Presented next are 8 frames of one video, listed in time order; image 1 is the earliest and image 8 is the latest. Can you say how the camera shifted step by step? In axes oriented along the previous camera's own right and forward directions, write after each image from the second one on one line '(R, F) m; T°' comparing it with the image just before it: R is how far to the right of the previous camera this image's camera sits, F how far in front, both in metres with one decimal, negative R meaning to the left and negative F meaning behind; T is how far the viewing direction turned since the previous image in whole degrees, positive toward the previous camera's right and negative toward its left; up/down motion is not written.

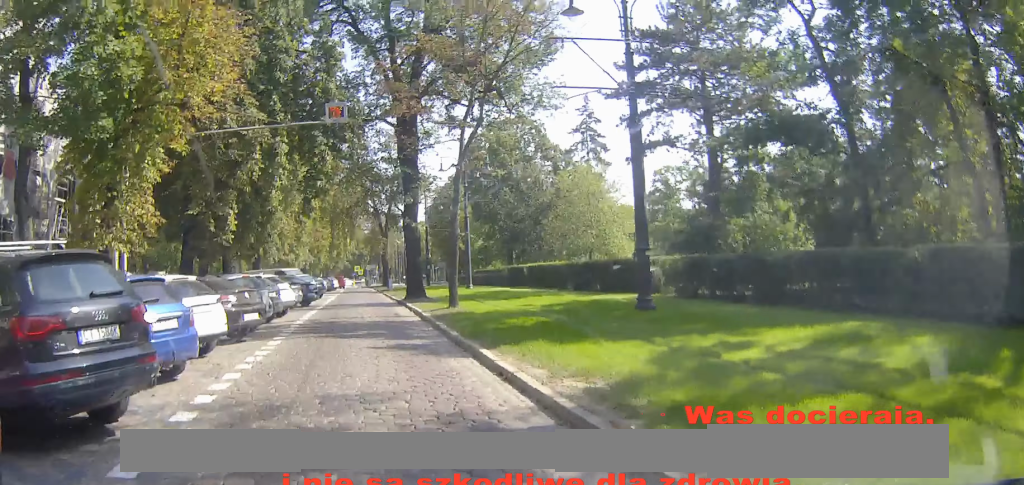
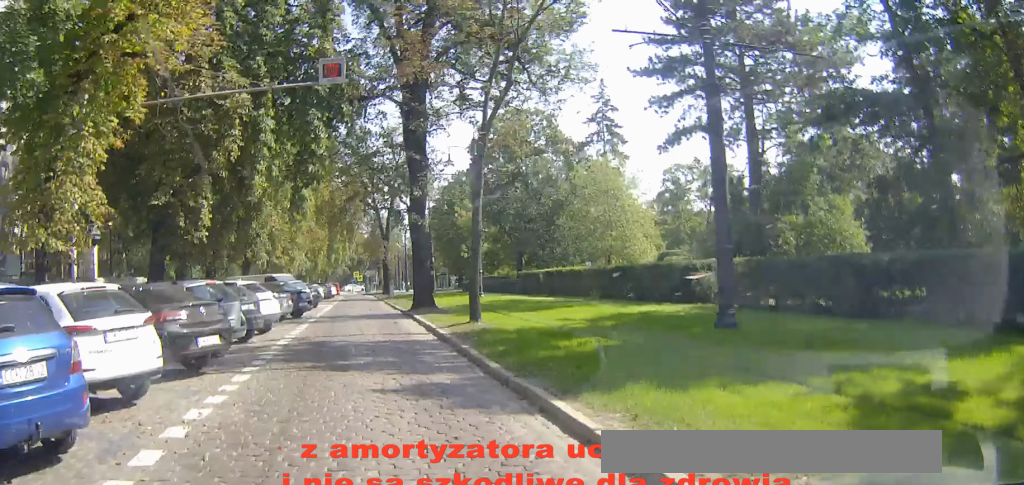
(0.0, +4.6) m; 0°
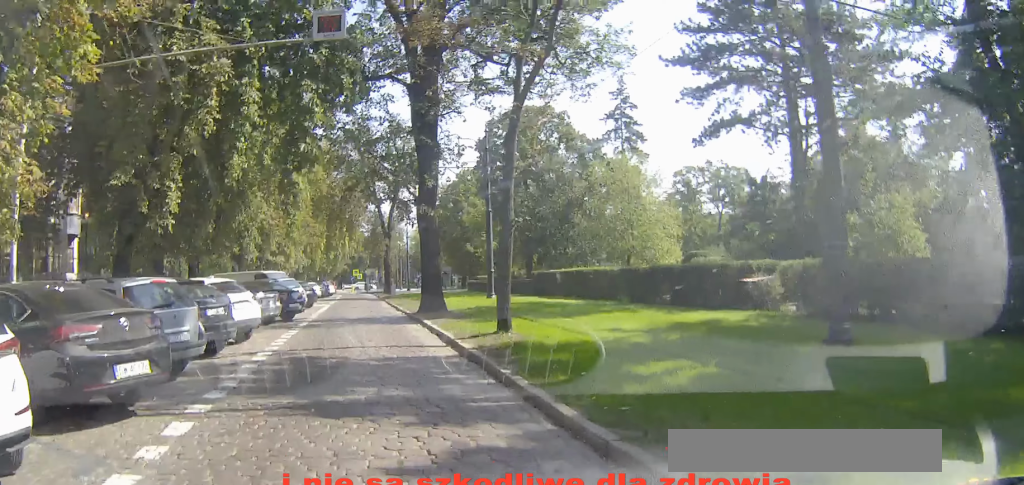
(0.0, +4.1) m; 0°
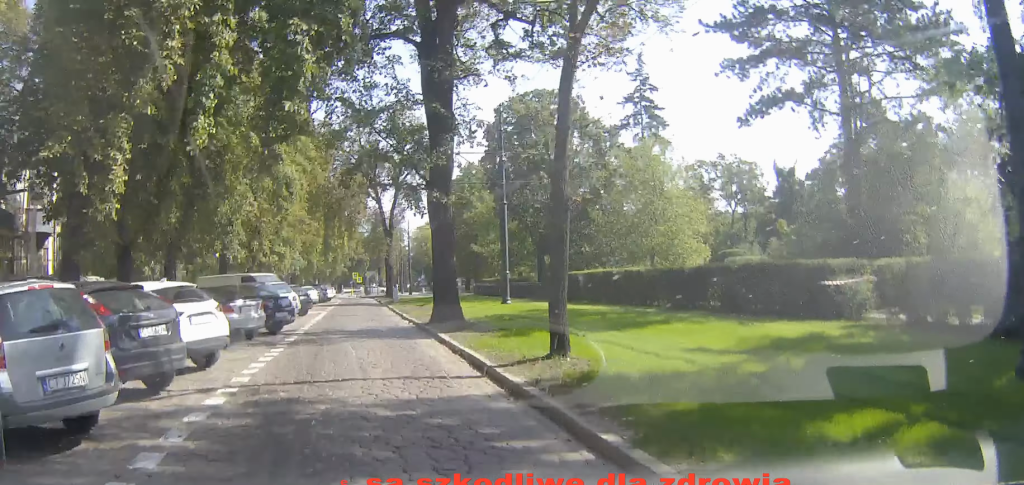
(0.0, +4.3) m; 0°
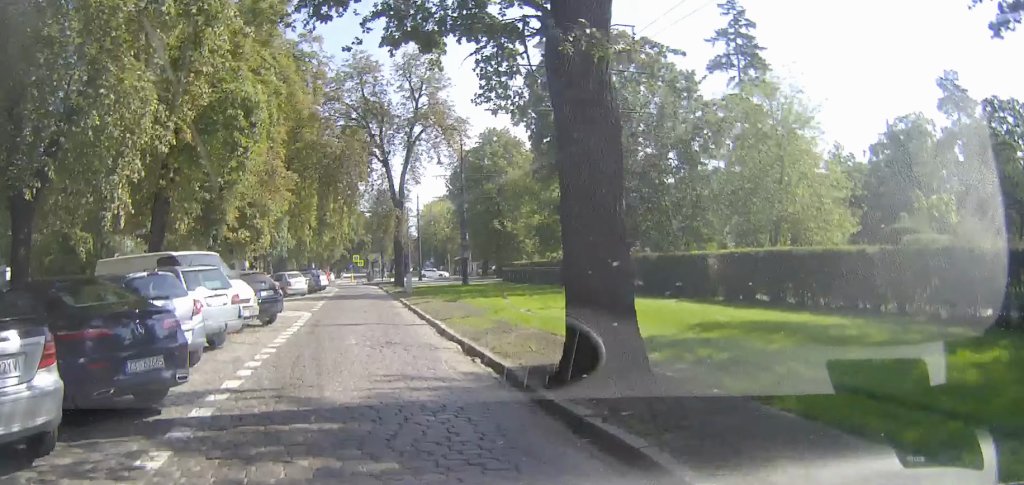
(-0.1, +13.7) m; -1°
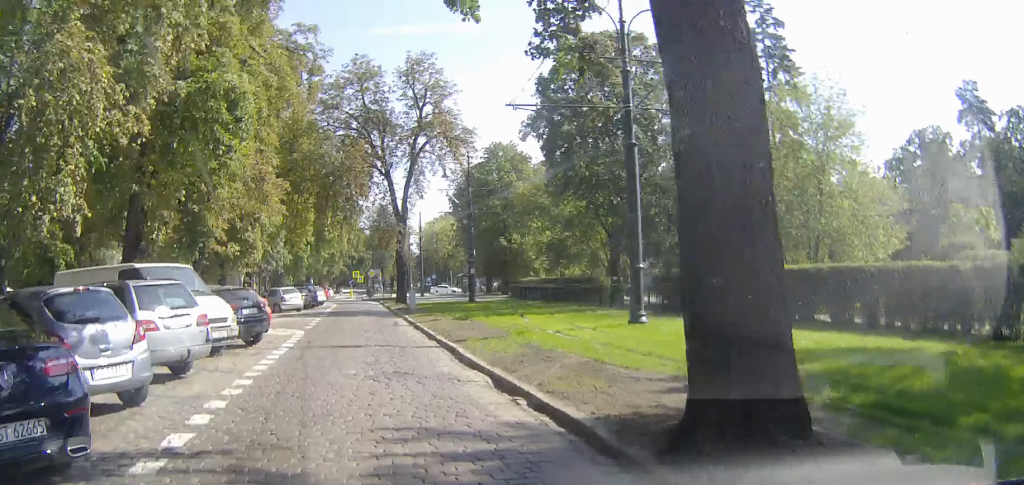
(0.0, +2.9) m; 0°
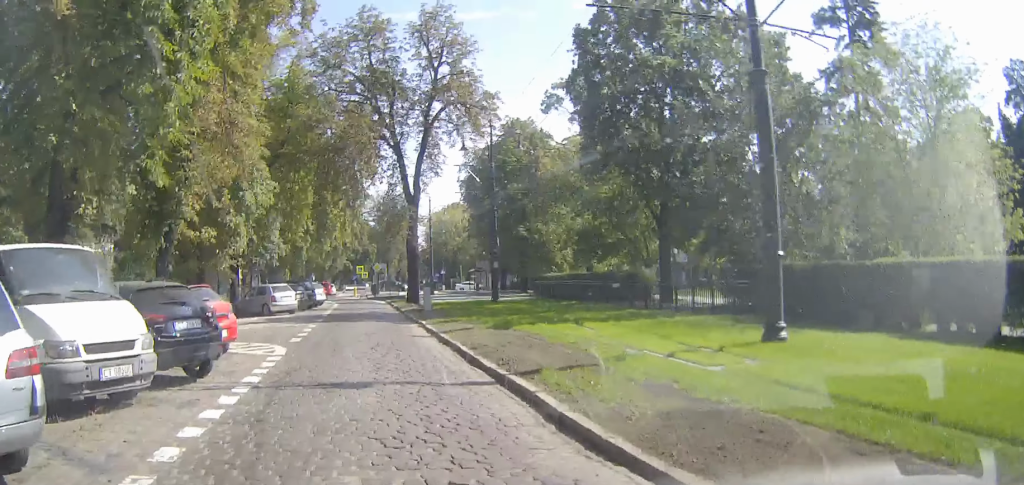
(0.0, +5.9) m; 0°
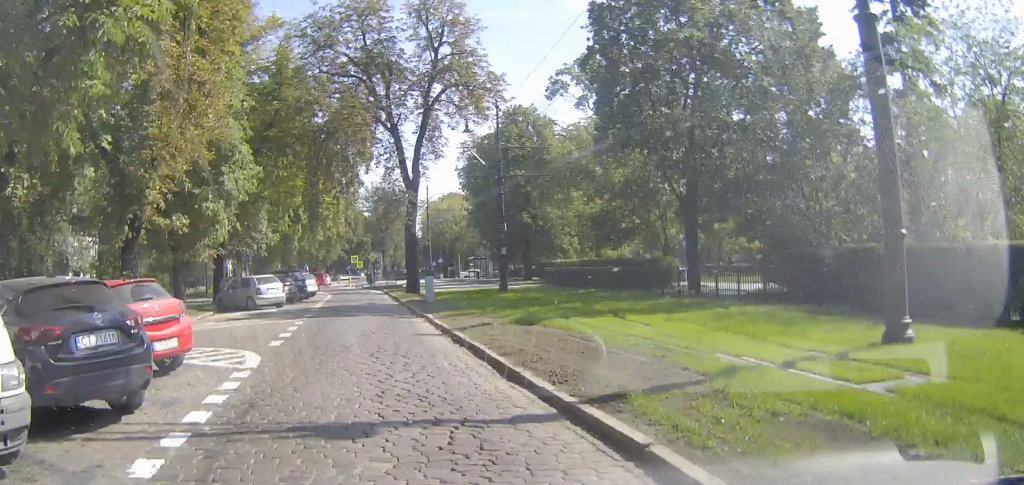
(0.0, +3.3) m; 0°
